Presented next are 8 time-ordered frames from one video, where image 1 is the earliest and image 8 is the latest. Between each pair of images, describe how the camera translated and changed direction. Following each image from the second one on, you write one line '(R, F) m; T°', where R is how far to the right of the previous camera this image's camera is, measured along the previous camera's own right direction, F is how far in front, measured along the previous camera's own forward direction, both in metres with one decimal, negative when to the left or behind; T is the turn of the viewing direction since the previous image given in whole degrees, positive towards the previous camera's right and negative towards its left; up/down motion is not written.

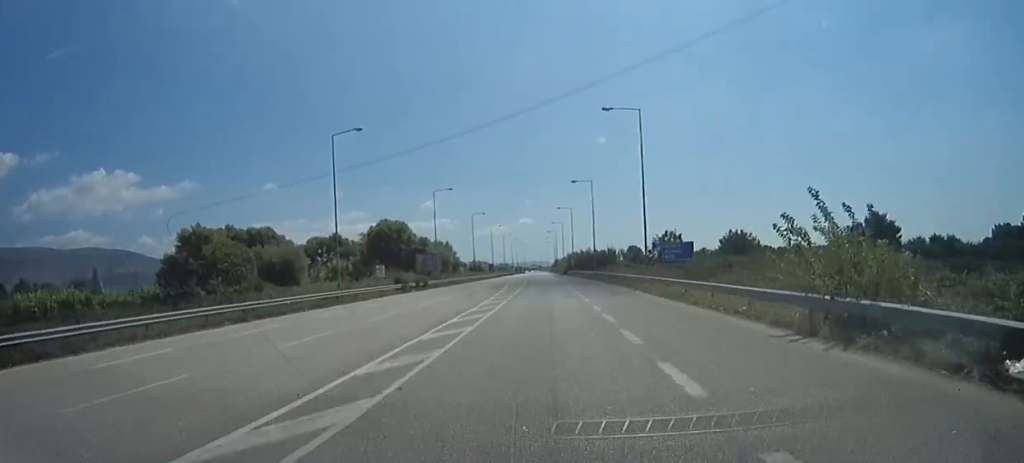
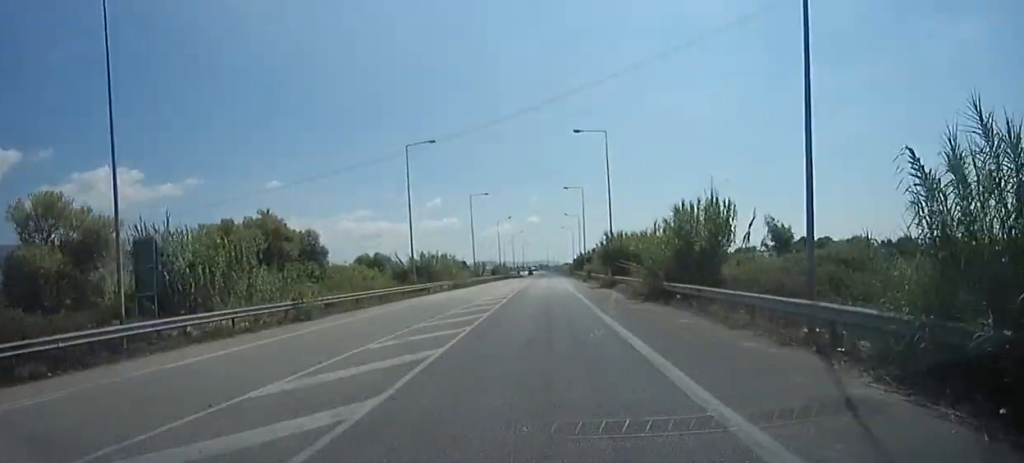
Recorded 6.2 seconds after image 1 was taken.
(+0.9, +105.9) m; +2°
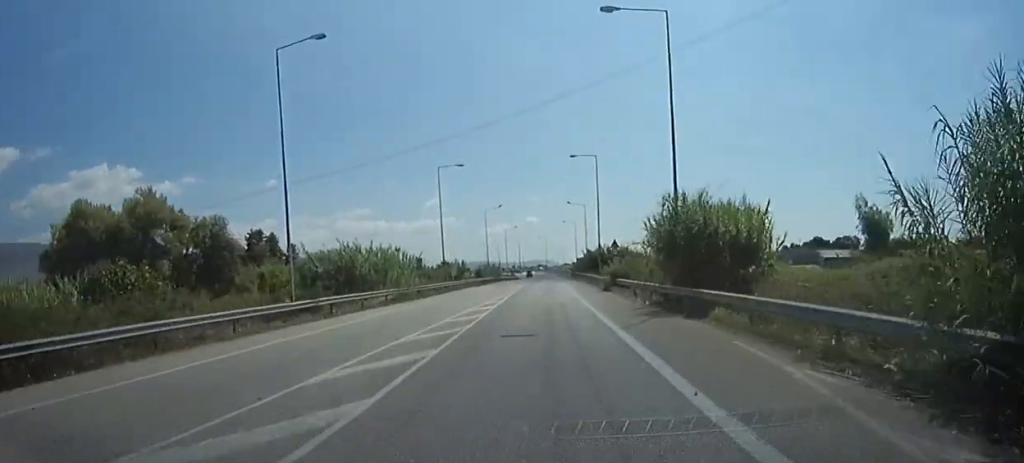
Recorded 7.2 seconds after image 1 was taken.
(-0.2, +22.2) m; +1°
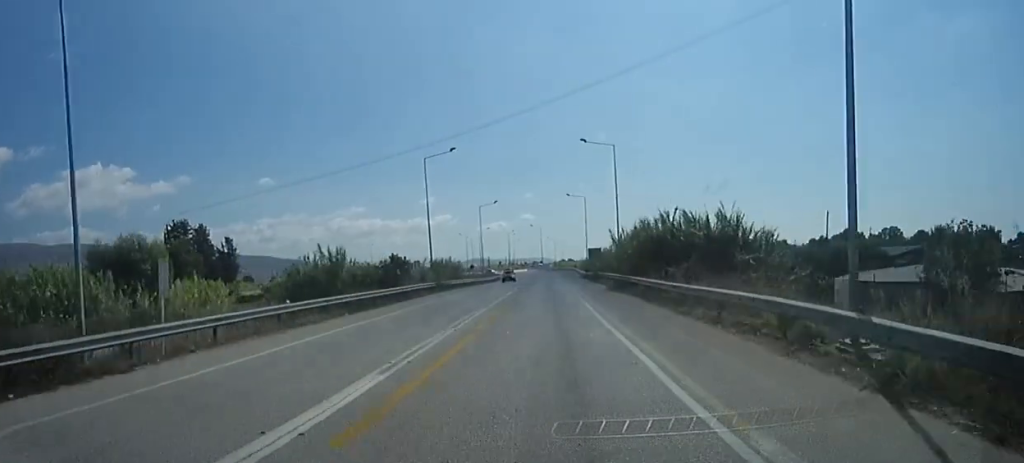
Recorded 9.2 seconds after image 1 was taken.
(+1.0, +45.6) m; 0°
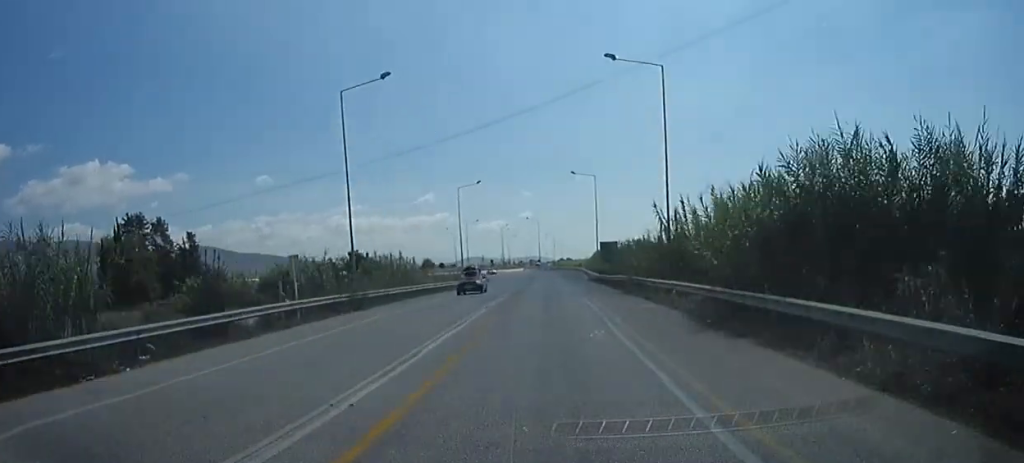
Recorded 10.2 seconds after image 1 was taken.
(-0.4, +21.4) m; -1°
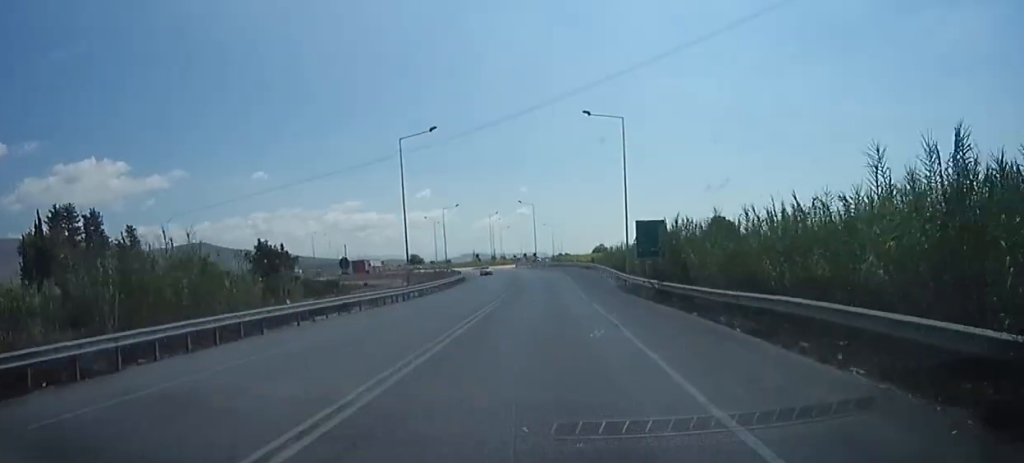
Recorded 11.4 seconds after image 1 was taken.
(-0.3, +29.4) m; -1°
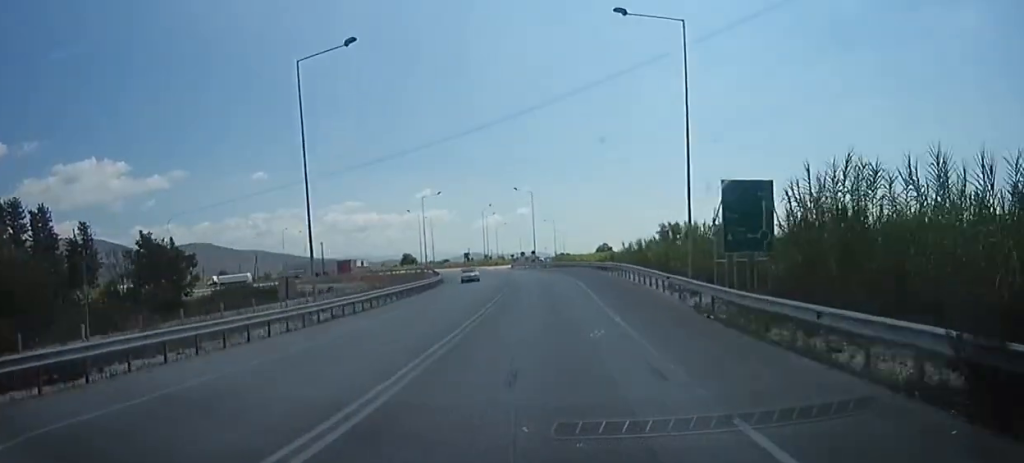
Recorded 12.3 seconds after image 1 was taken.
(-0.2, +22.4) m; -1°
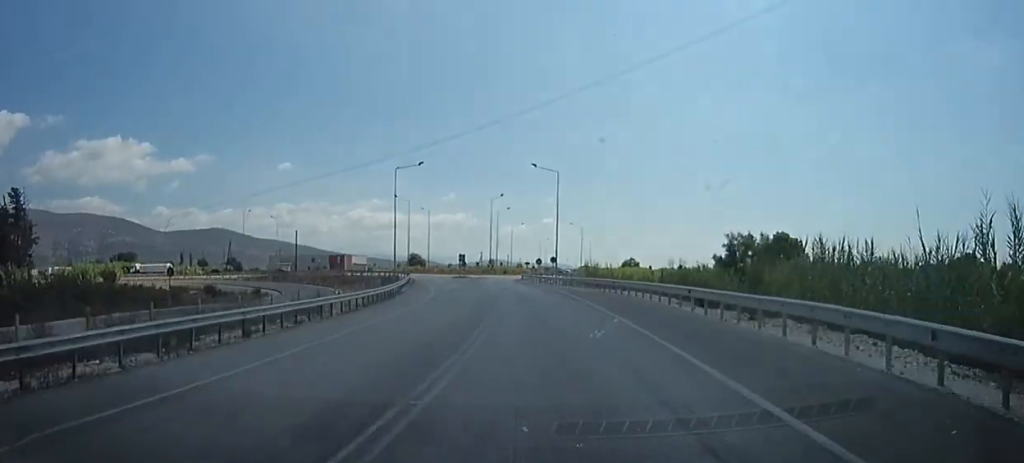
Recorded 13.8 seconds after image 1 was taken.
(-0.2, +30.1) m; -2°
